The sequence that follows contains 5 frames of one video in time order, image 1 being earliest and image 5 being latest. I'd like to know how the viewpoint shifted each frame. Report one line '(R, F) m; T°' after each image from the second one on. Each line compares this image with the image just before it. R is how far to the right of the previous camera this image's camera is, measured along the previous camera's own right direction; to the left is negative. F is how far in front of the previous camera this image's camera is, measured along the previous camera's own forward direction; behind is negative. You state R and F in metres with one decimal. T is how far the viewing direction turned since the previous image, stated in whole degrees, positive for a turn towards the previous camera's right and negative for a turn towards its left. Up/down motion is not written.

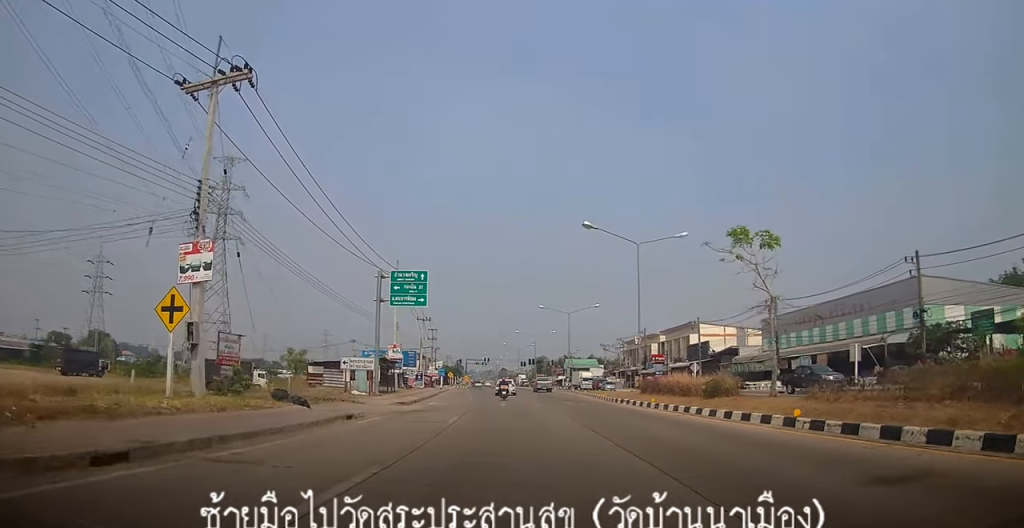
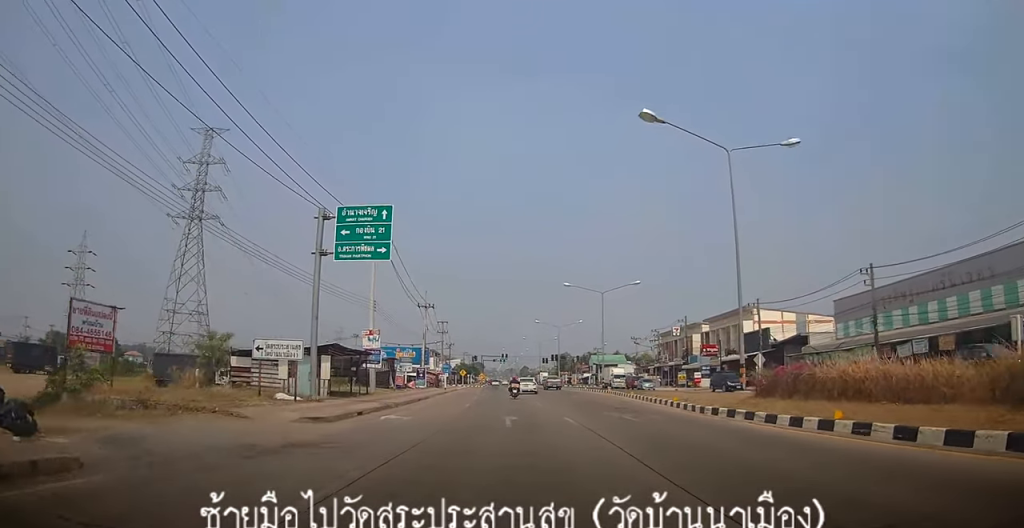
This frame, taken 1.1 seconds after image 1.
(-0.4, +13.1) m; -3°
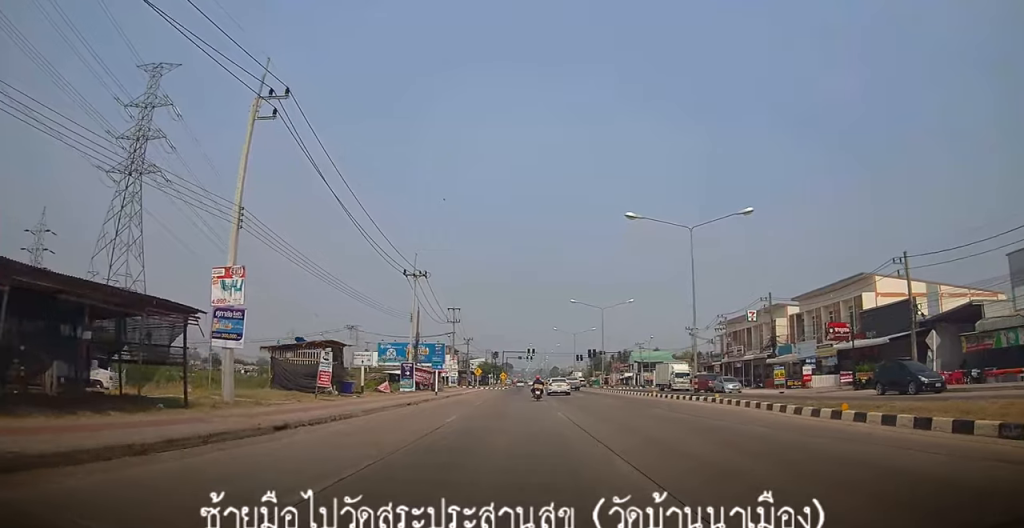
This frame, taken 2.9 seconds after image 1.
(-0.5, +21.0) m; -1°
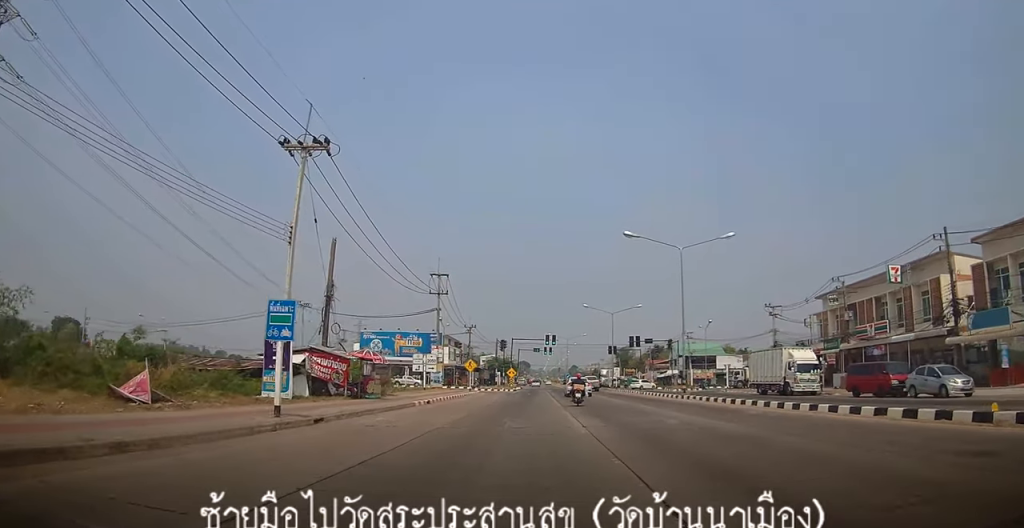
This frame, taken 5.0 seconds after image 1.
(-0.5, +27.0) m; -2°
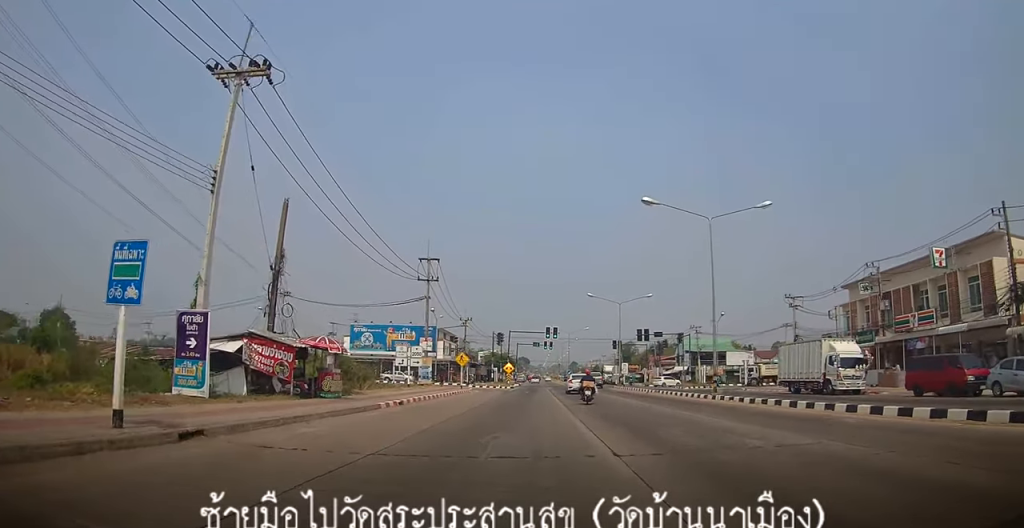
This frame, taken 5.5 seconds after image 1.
(-0.1, +5.9) m; 0°
